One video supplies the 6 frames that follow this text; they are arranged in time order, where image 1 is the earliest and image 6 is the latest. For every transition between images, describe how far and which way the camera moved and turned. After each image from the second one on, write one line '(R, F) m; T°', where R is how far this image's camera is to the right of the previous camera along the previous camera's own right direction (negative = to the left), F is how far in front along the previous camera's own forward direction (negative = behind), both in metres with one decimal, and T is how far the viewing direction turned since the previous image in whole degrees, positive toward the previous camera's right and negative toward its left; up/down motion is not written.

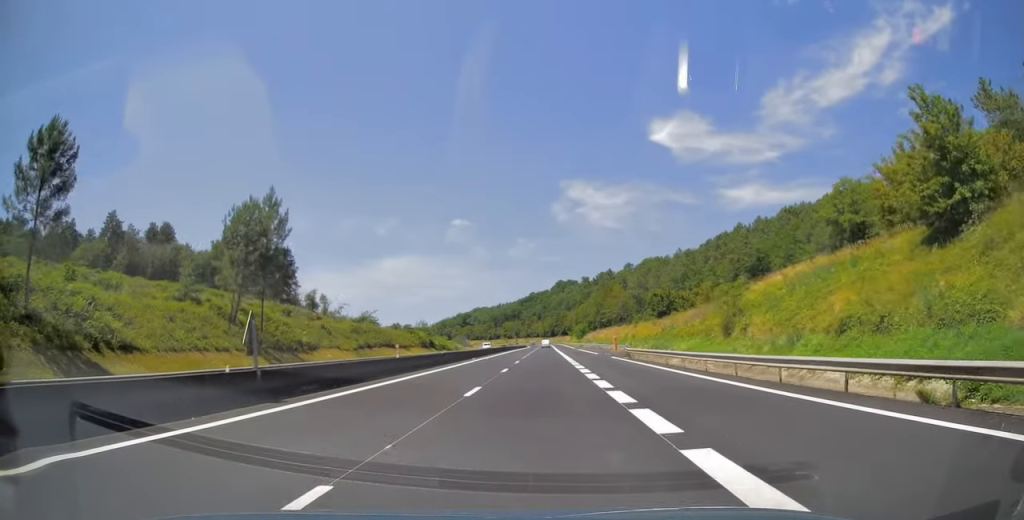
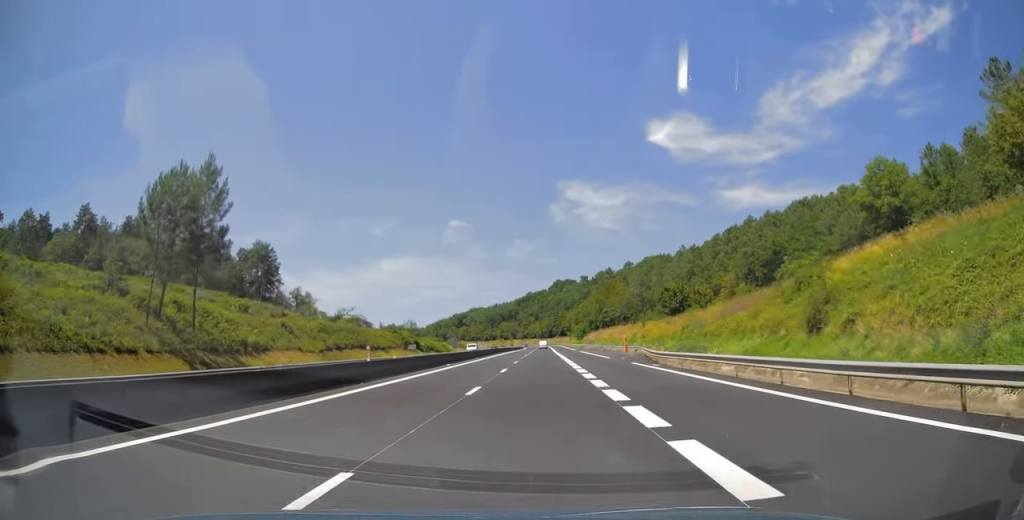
(0.0, +12.3) m; 0°
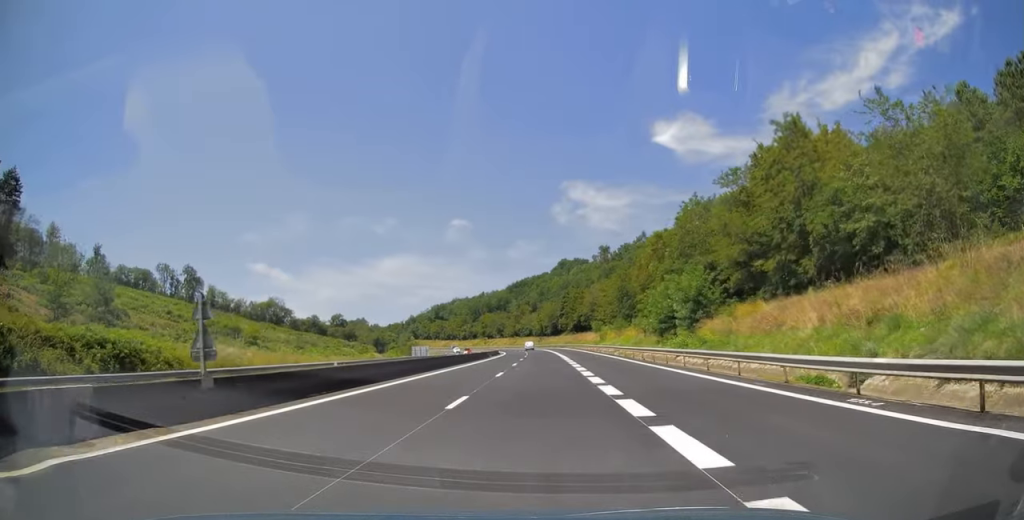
(+0.2, +119.8) m; 0°
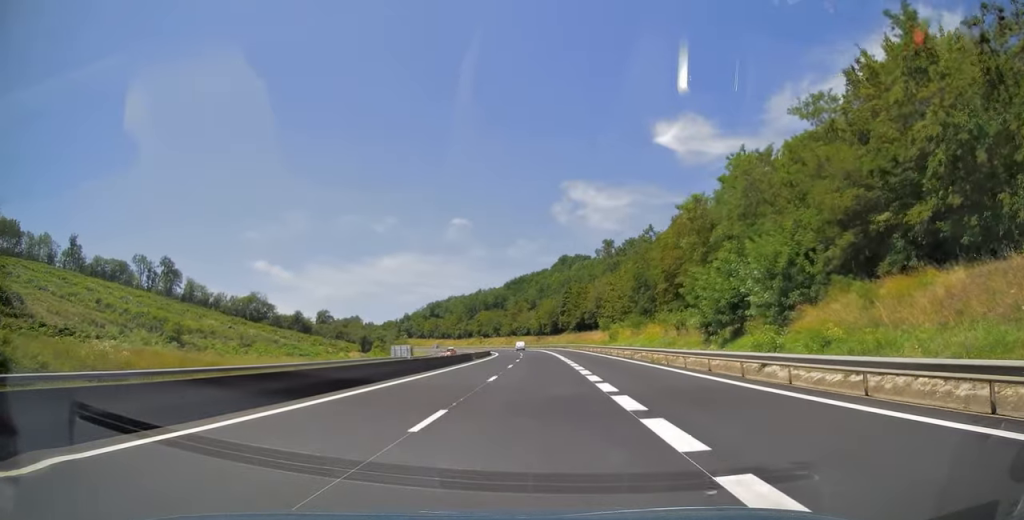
(0.0, +16.4) m; 0°
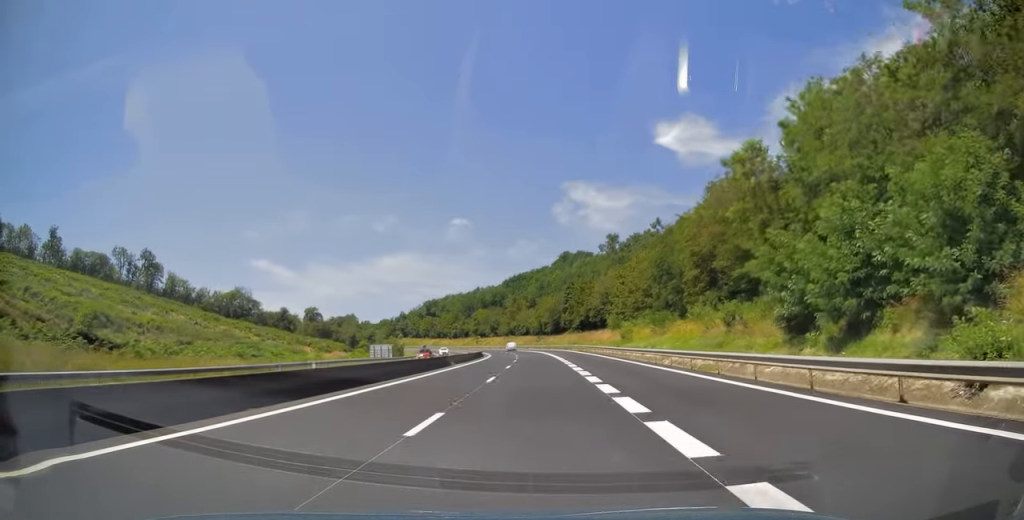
(0.0, +13.3) m; 0°
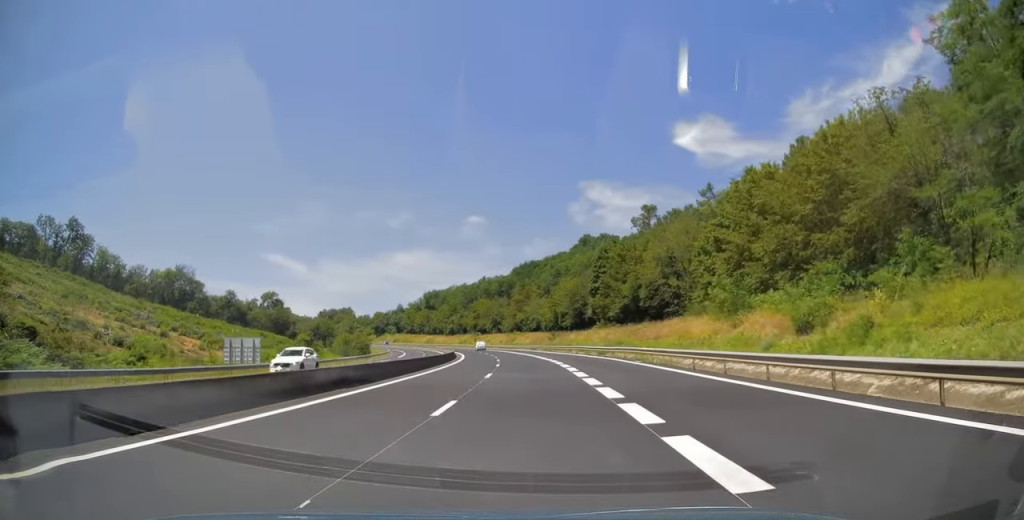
(0.0, +49.1) m; -1°
